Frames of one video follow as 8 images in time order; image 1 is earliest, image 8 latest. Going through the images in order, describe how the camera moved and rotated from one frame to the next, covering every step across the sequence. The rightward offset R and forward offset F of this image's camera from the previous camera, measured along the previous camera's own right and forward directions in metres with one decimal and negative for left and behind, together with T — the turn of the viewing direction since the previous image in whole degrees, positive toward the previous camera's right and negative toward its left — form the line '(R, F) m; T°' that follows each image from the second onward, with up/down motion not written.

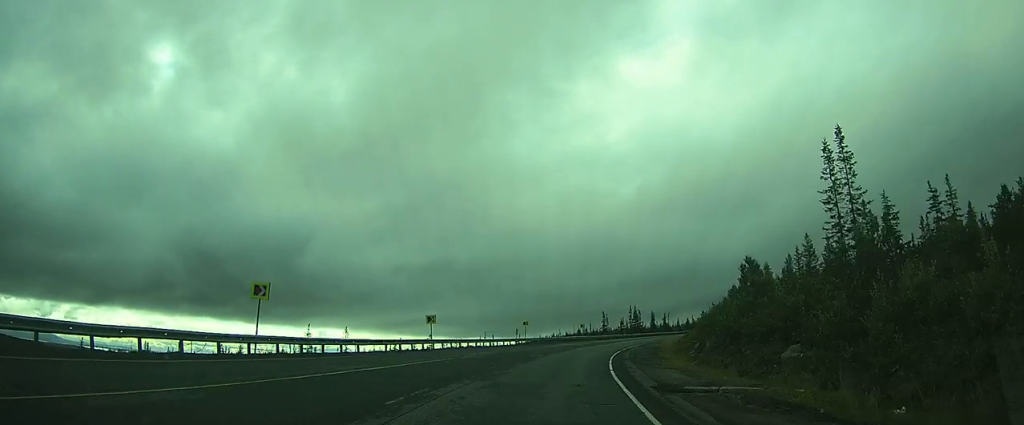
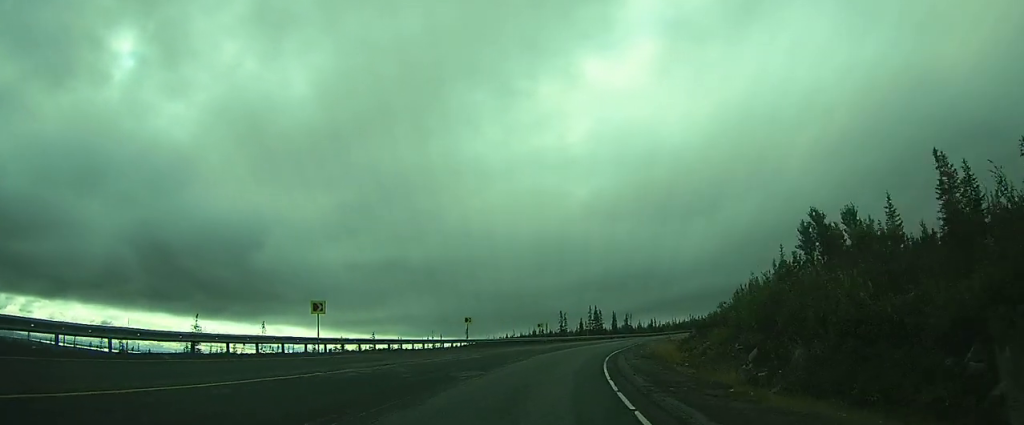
(+0.5, +17.2) m; +3°
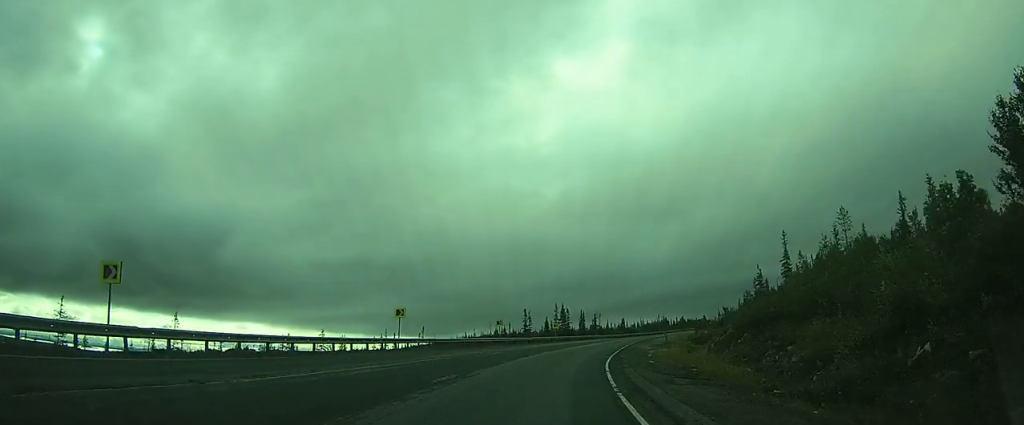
(+0.5, +15.7) m; +2°
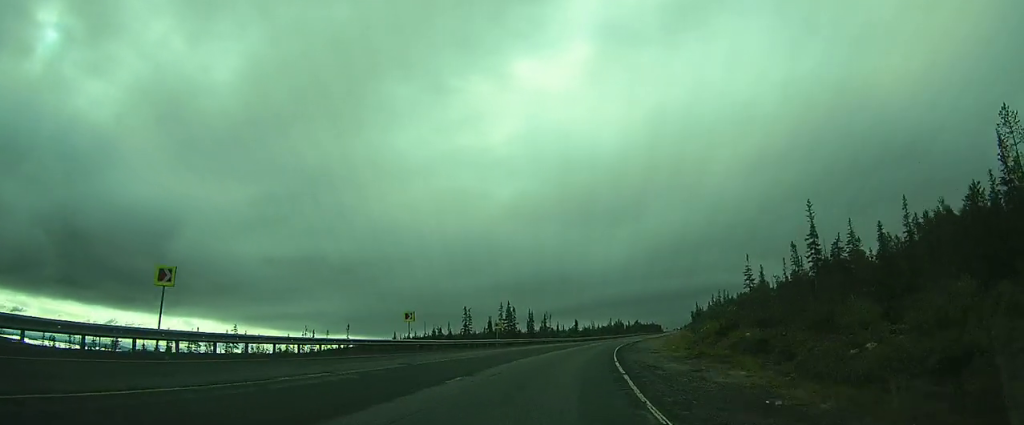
(+0.4, +25.0) m; +4°
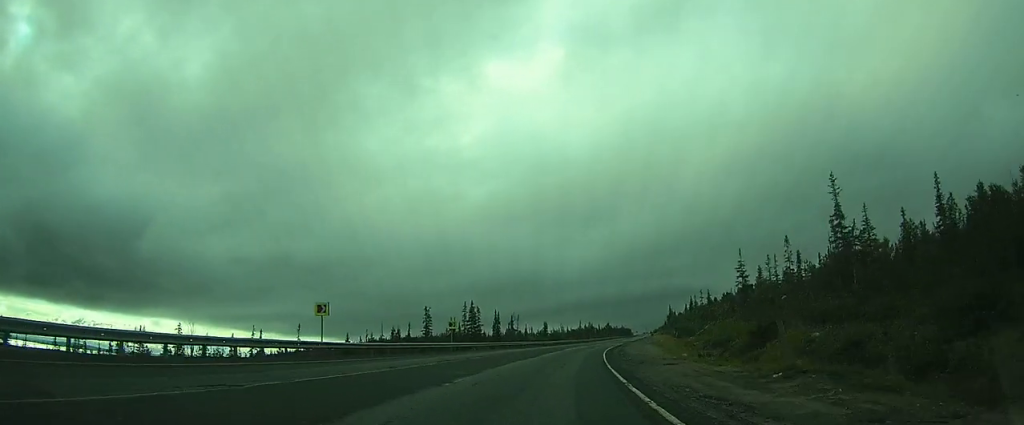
(+0.7, +13.0) m; +3°
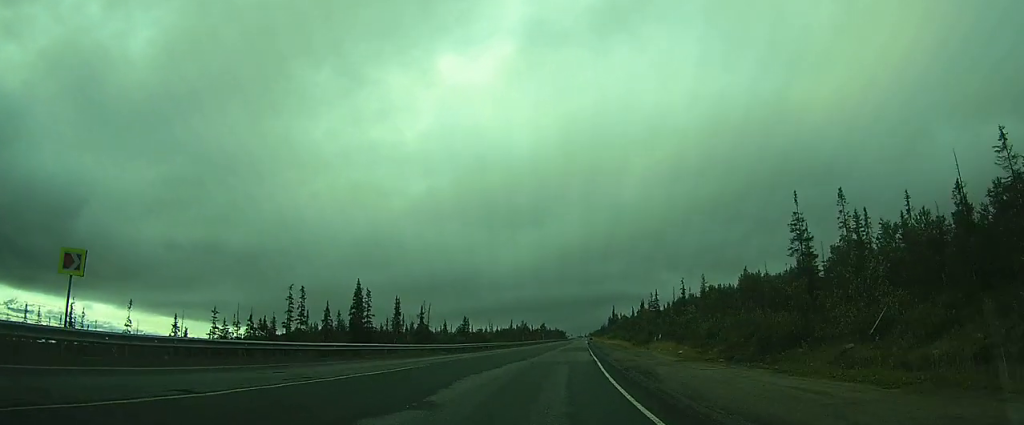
(+4.2, +43.5) m; +11°
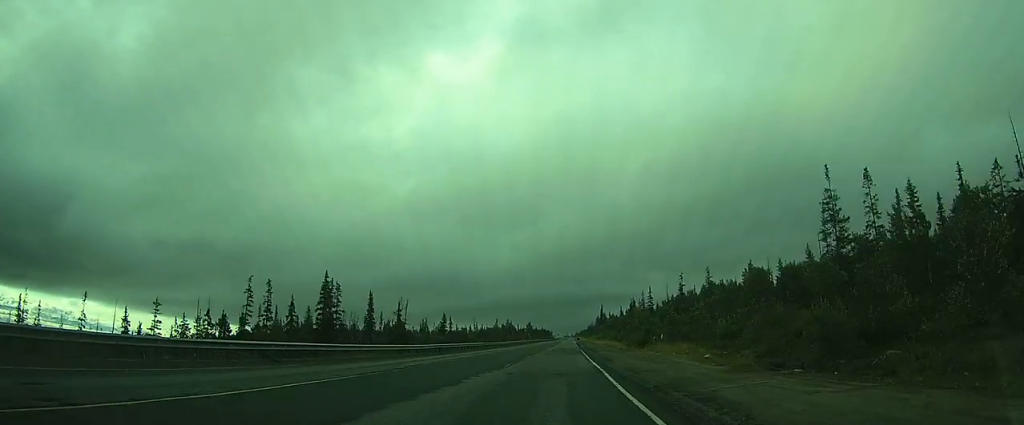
(+0.3, +9.1) m; +1°
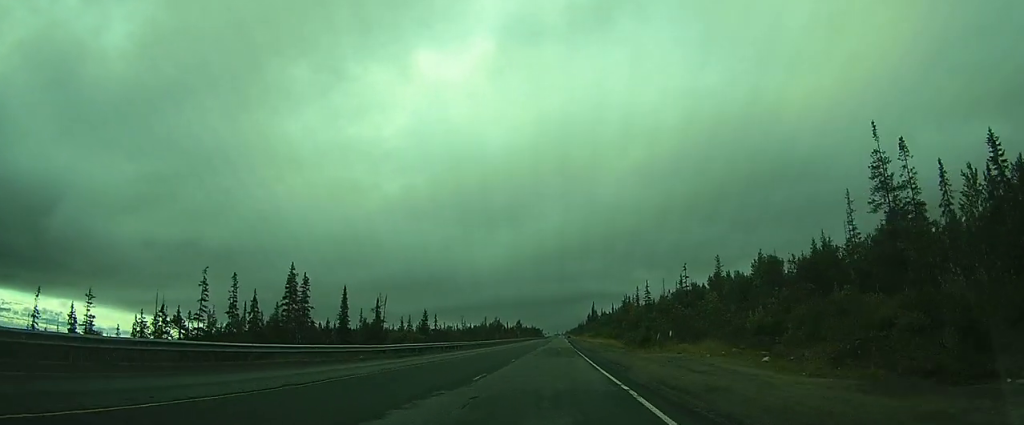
(+0.1, +9.1) m; +1°
